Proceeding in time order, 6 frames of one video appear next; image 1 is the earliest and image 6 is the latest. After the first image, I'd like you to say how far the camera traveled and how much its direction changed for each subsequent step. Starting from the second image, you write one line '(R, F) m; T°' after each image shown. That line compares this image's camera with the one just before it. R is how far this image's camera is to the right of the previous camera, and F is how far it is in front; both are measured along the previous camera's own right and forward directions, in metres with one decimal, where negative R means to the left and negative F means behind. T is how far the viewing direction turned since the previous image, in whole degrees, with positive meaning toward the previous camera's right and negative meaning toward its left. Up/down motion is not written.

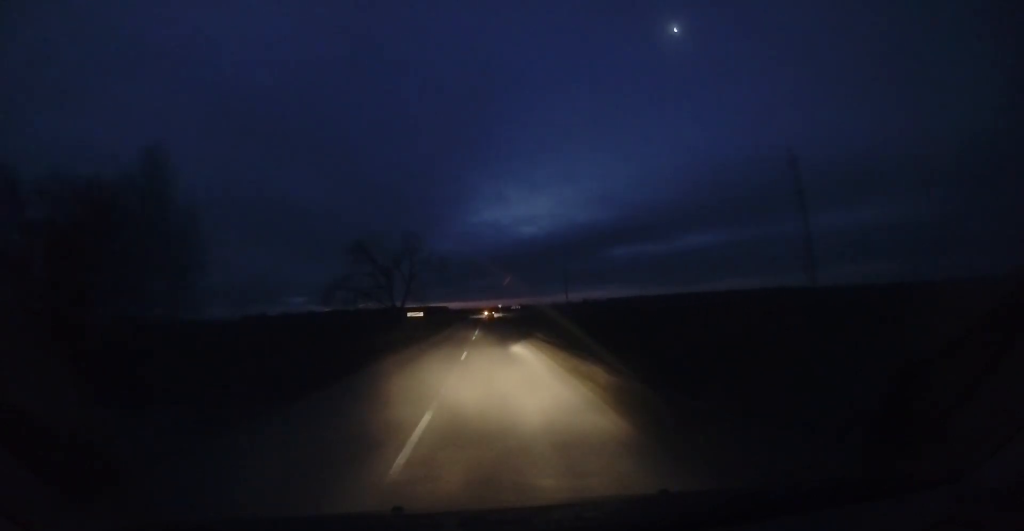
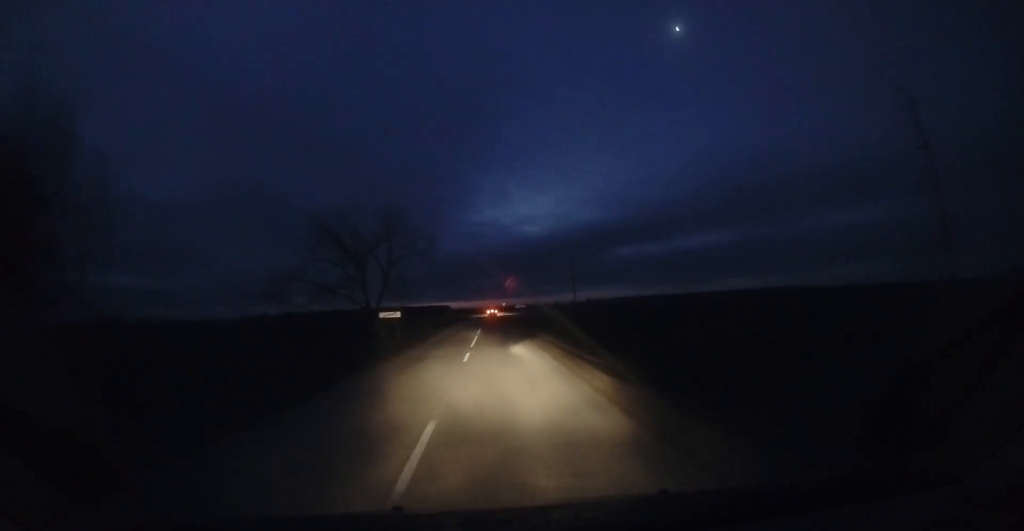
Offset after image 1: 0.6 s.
(-0.1, +8.6) m; 0°
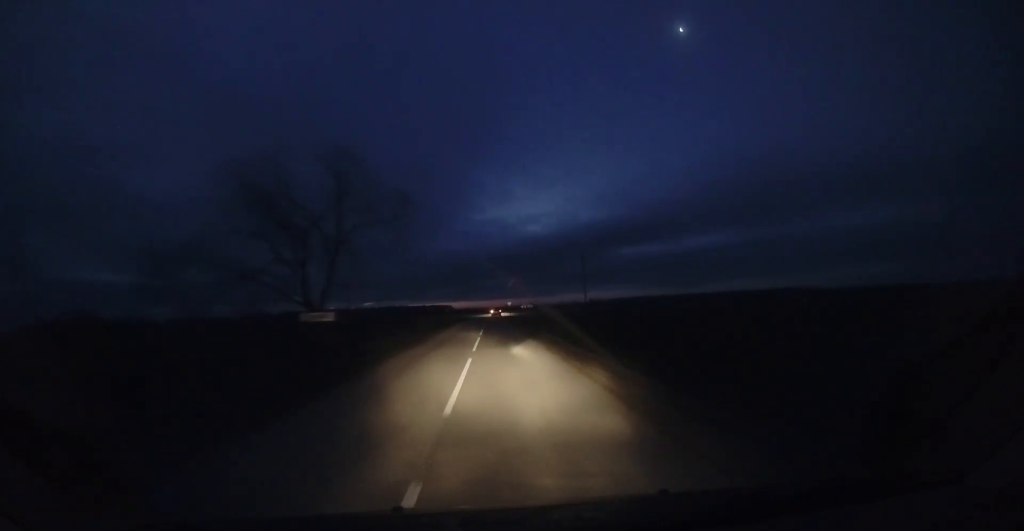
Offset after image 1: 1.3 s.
(+0.1, +9.6) m; 0°
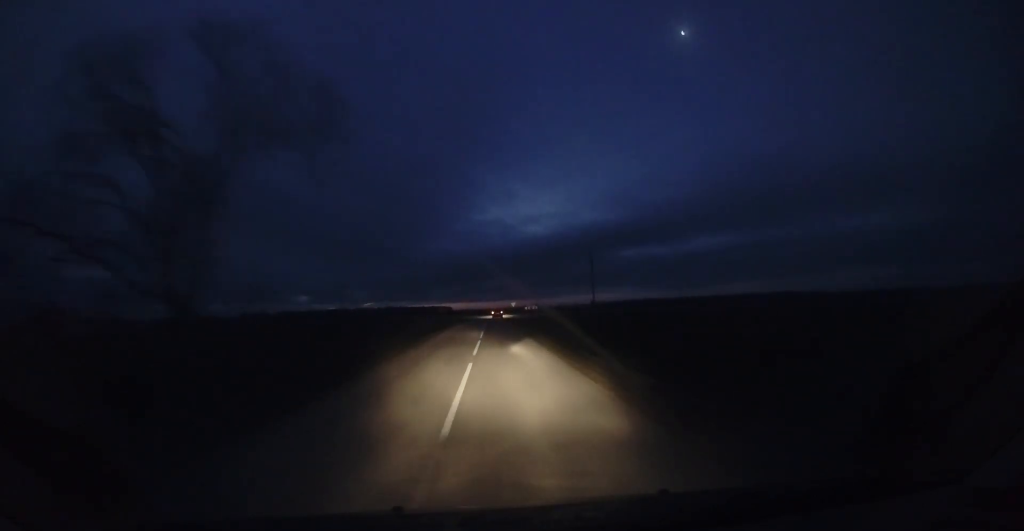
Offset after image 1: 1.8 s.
(0.0, +8.2) m; 0°
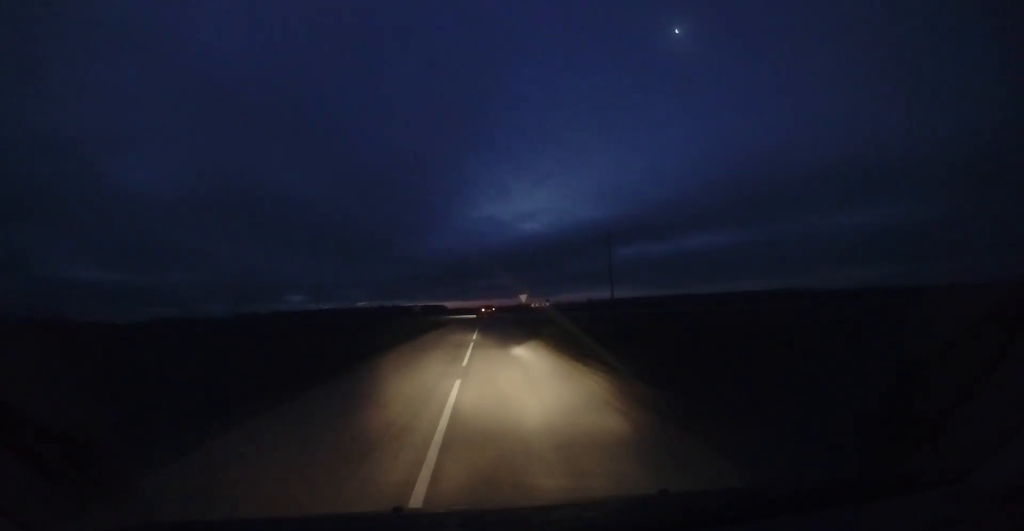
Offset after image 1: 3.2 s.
(+0.1, +17.6) m; +1°
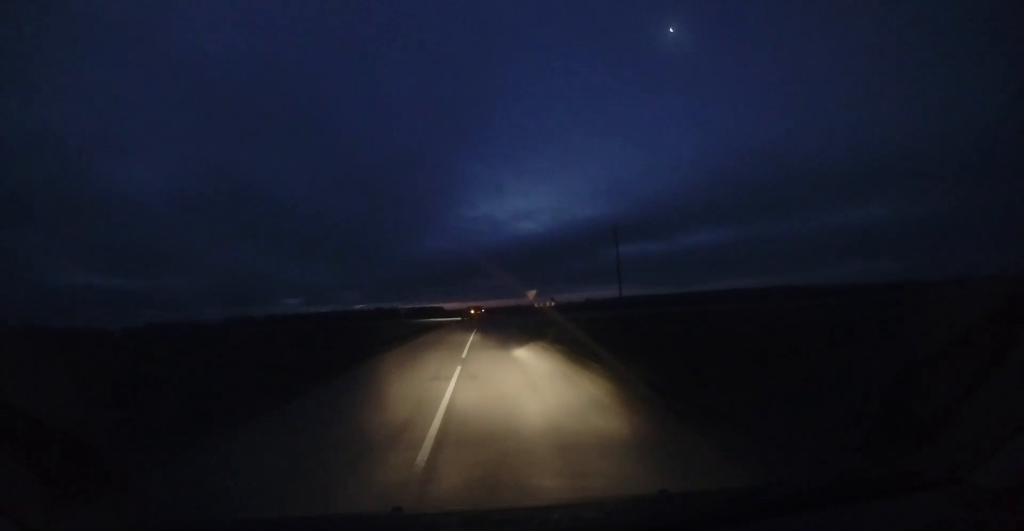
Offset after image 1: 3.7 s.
(0.0, +6.0) m; 0°
